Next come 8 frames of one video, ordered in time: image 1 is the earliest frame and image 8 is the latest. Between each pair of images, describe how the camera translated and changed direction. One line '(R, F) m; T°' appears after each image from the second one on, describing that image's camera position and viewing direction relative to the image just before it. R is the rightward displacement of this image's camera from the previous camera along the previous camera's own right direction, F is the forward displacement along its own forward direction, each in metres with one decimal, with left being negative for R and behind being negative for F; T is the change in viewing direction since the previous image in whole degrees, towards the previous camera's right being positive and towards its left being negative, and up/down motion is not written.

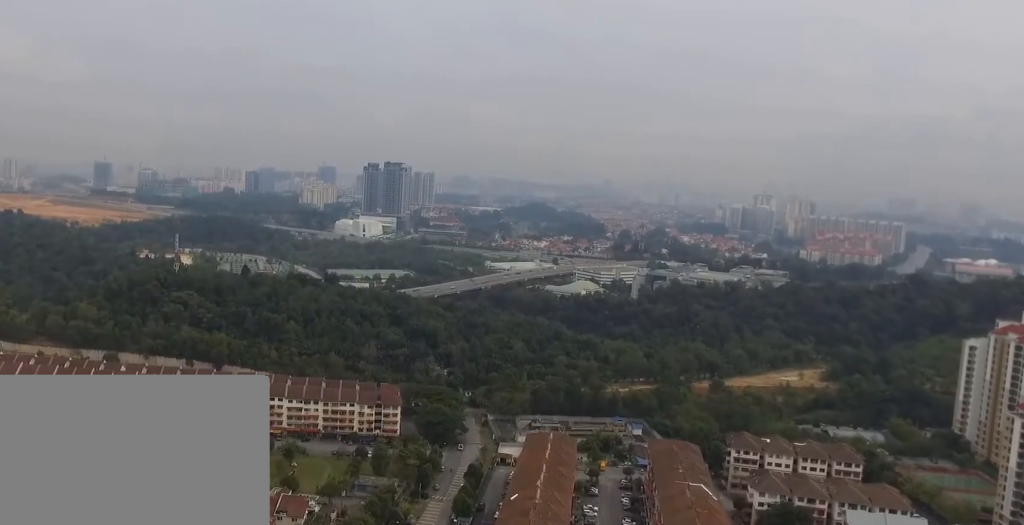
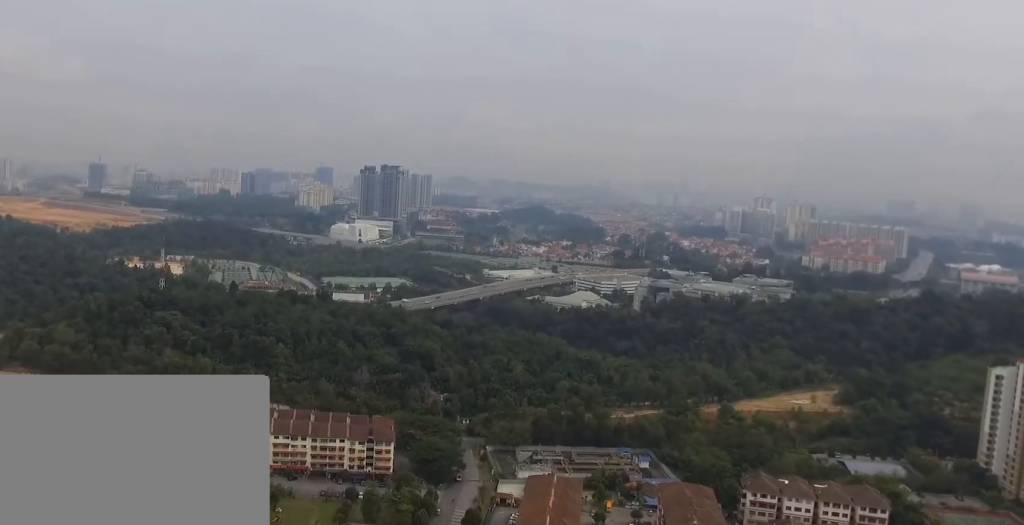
(+0.1, +19.7) m; 0°
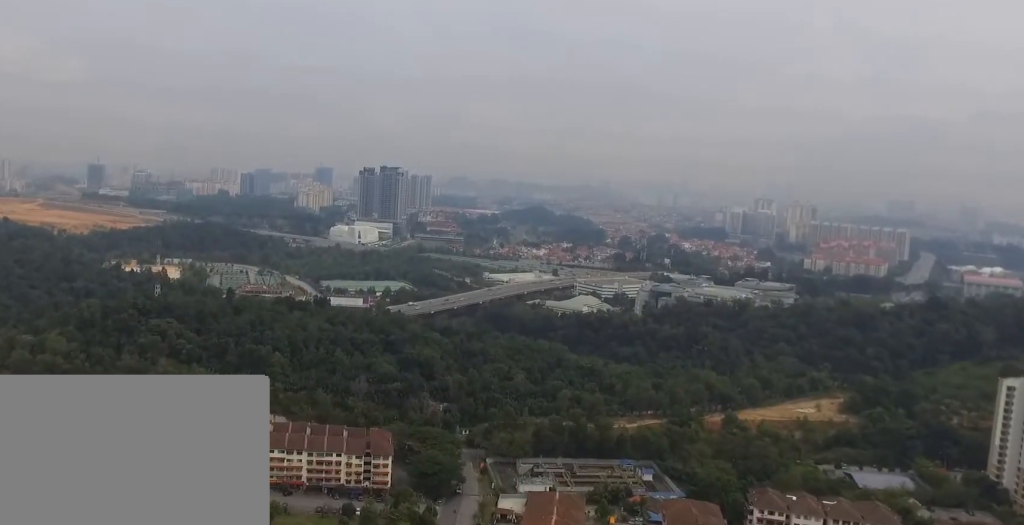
(0.0, +7.7) m; 0°
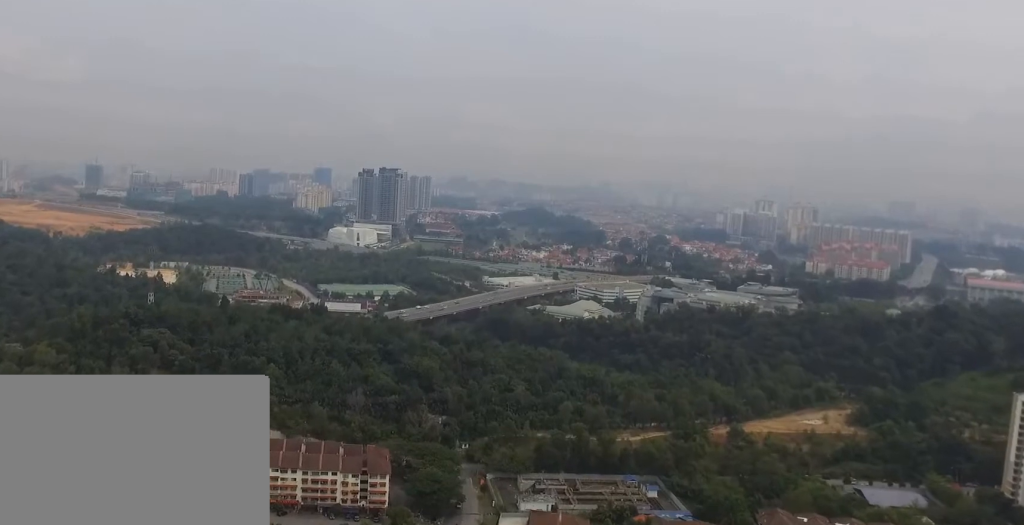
(0.0, +8.8) m; 0°
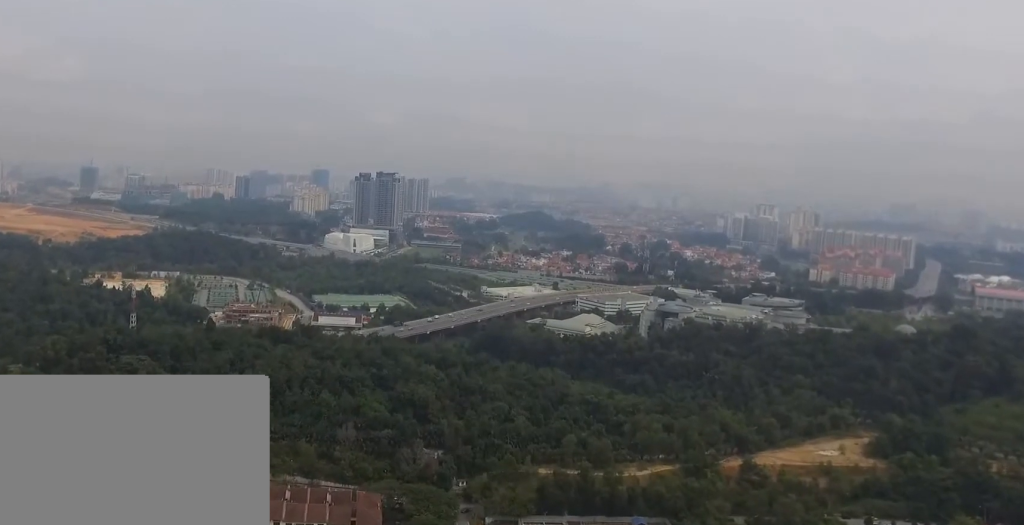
(0.0, +22.8) m; 0°
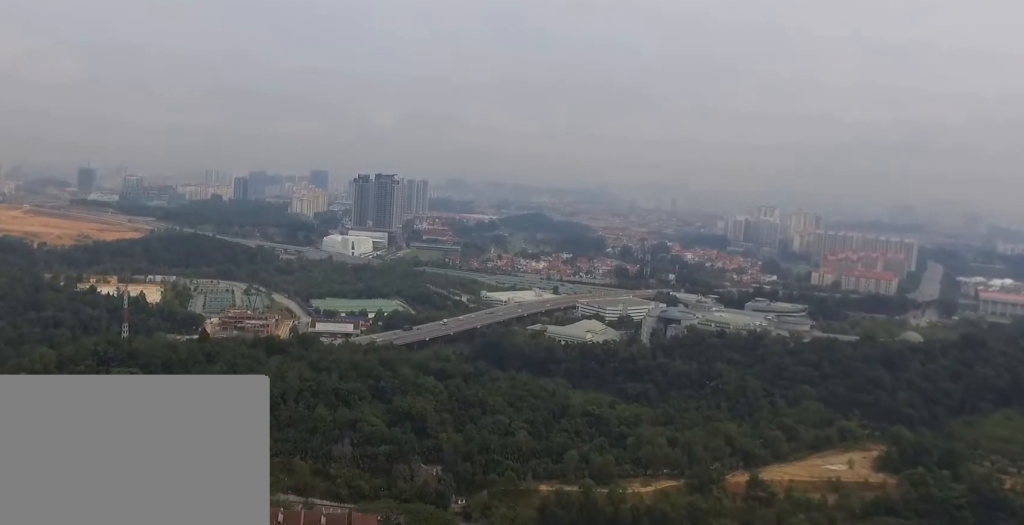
(0.0, +10.6) m; 0°
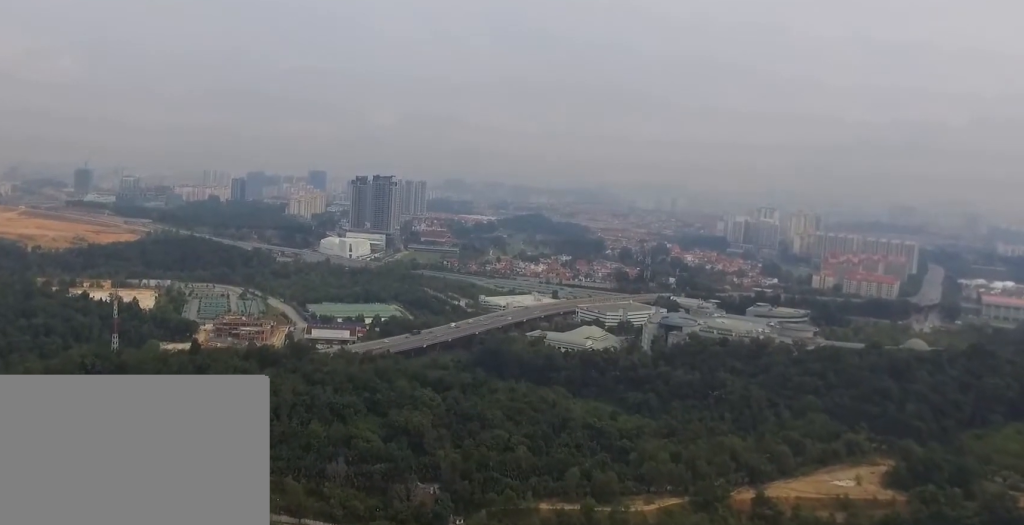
(0.0, +10.1) m; 0°
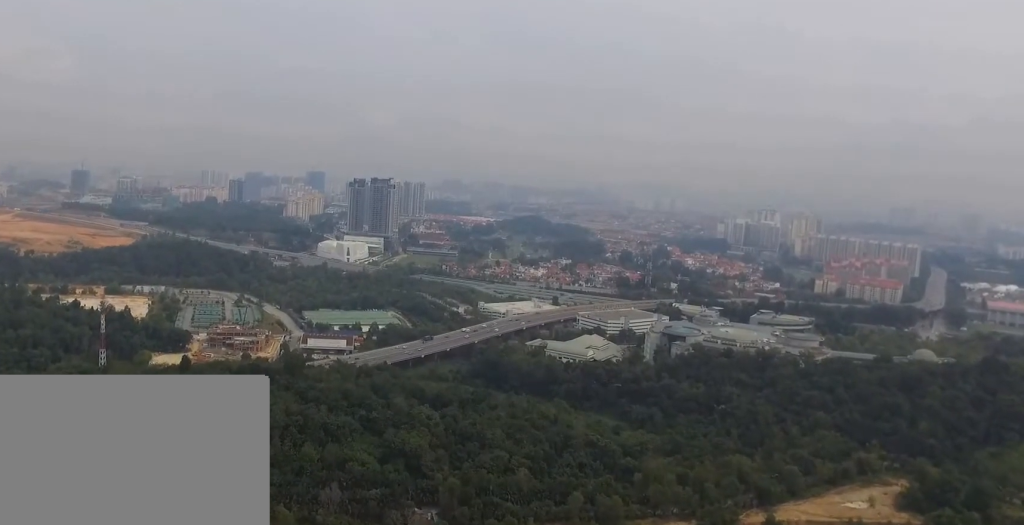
(0.0, +14.8) m; 0°
